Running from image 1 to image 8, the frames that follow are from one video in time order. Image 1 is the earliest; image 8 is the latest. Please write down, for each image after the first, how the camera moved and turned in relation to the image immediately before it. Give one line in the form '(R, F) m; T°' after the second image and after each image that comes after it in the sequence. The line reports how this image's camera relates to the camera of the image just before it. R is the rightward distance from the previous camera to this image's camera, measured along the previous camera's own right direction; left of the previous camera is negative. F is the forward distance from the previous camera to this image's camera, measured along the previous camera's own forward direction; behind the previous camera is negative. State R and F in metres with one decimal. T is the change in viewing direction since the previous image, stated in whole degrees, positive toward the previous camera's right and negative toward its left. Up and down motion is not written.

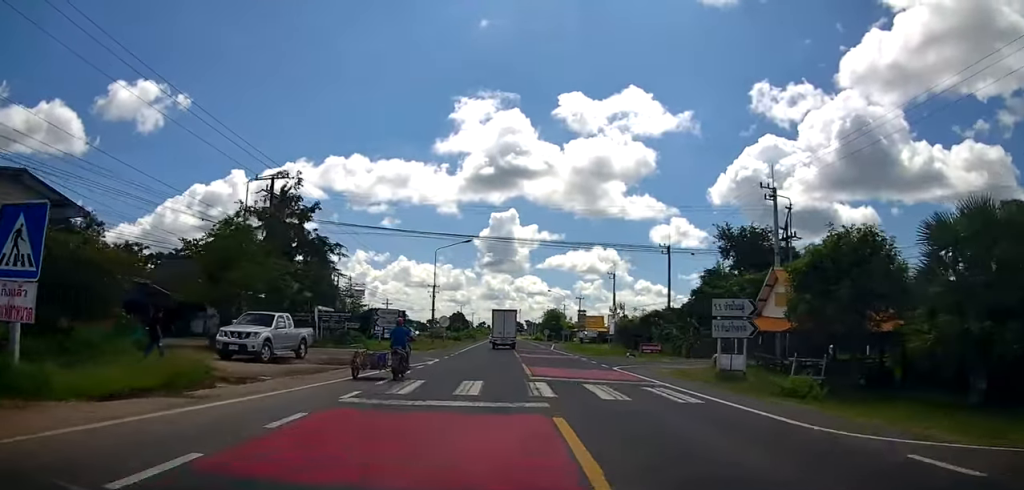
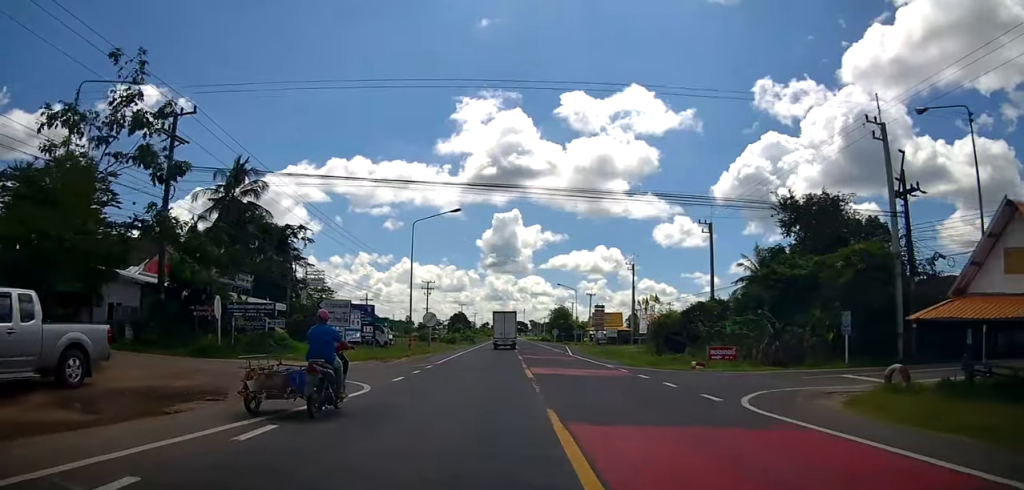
(0.0, +13.0) m; 0°
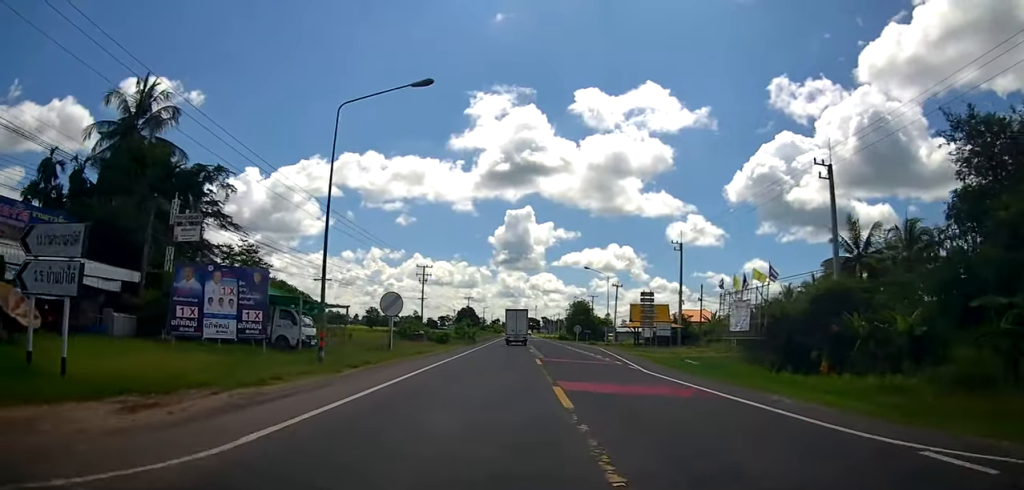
(0.0, +19.0) m; 0°
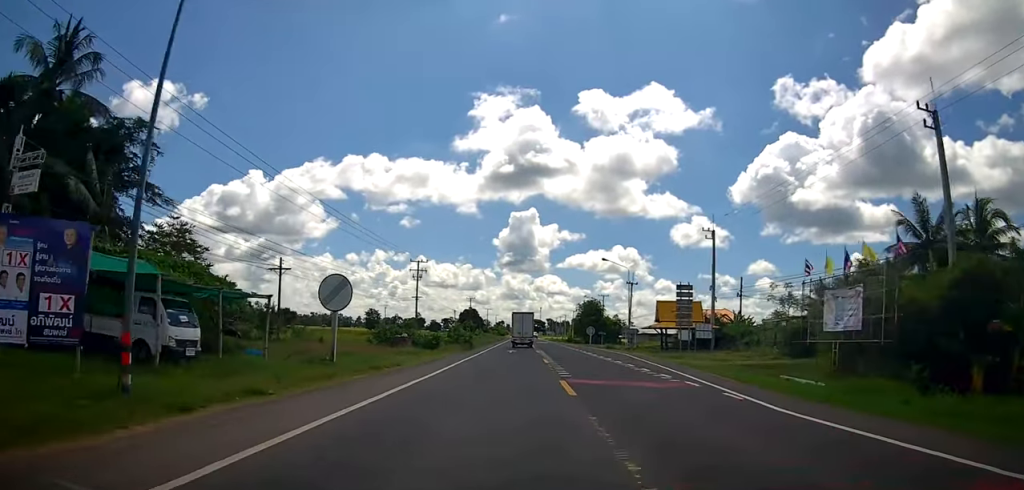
(0.0, +9.7) m; 0°
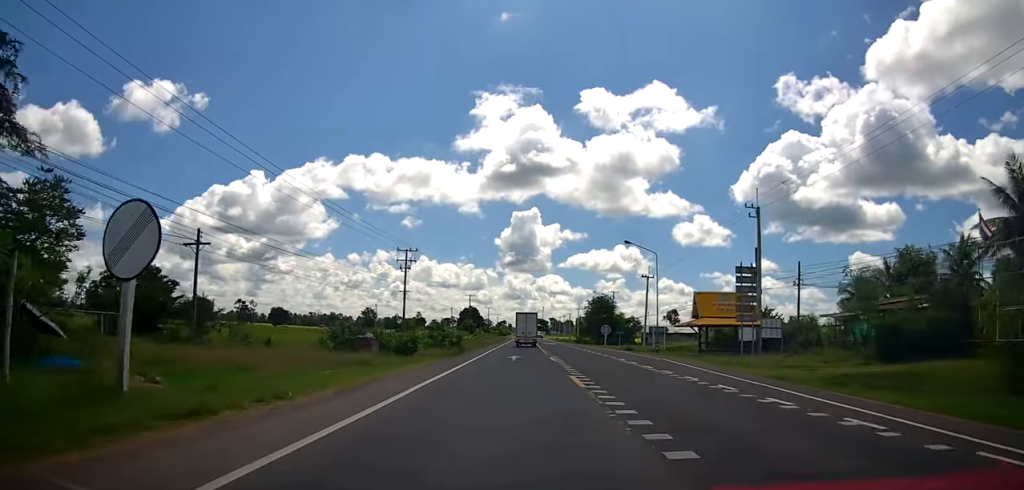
(0.0, +10.6) m; 0°
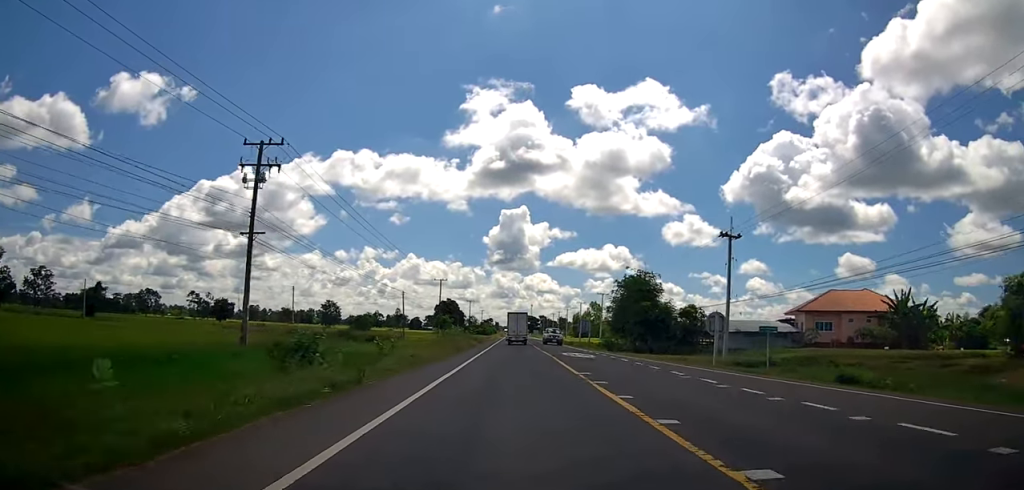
(-0.1, +39.6) m; +2°
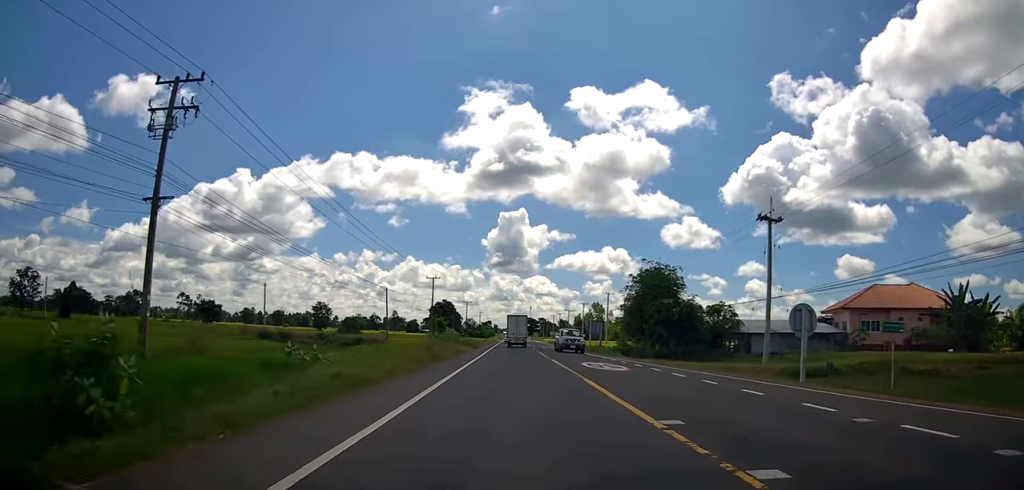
(+0.1, +9.1) m; 0°
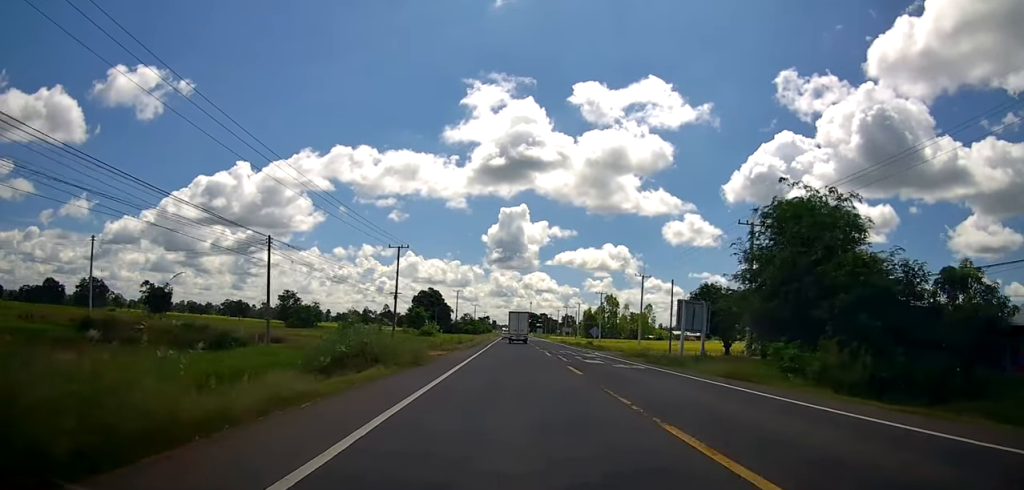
(-0.3, +31.6) m; 0°
